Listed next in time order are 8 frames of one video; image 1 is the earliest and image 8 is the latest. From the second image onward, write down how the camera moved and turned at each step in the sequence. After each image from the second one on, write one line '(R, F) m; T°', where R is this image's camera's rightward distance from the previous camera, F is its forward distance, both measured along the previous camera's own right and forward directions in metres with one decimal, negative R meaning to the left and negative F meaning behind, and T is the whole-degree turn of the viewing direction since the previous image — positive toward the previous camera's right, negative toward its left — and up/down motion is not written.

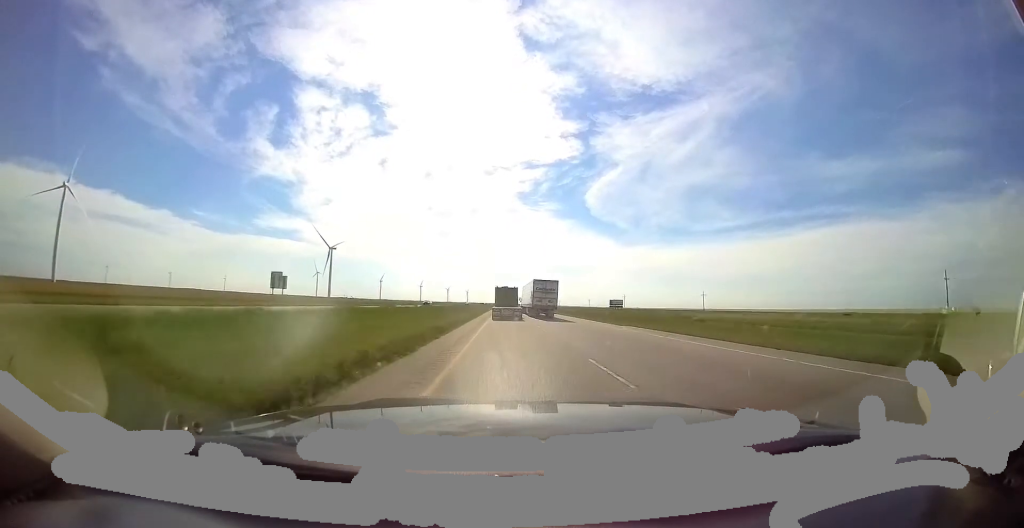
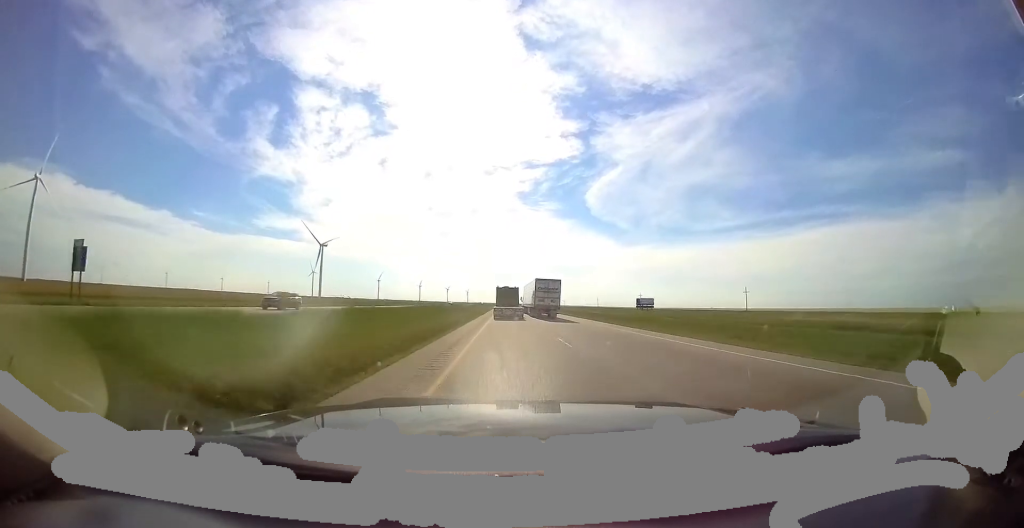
(-0.3, +31.0) m; 0°
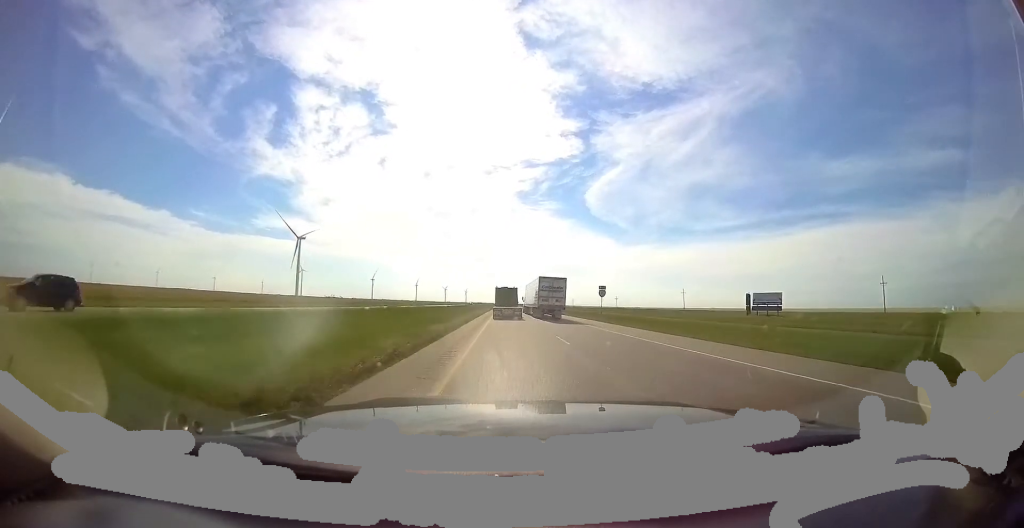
(+0.7, +60.4) m; 0°
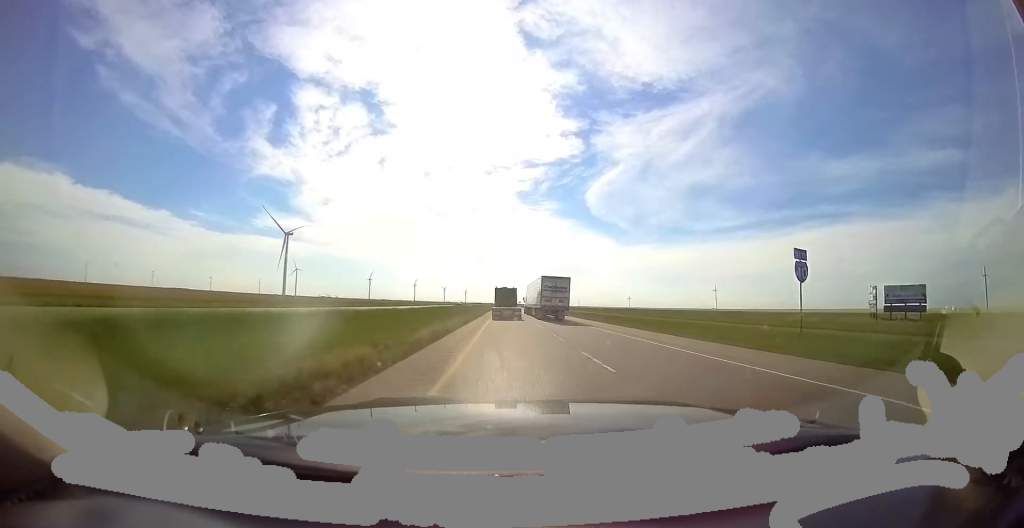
(-0.2, +29.3) m; 0°
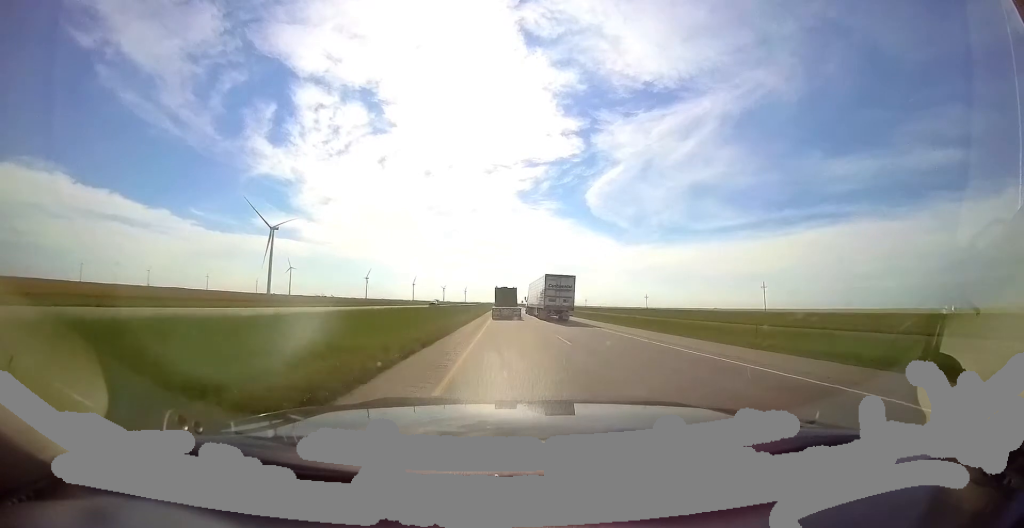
(-0.4, +31.4) m; 0°
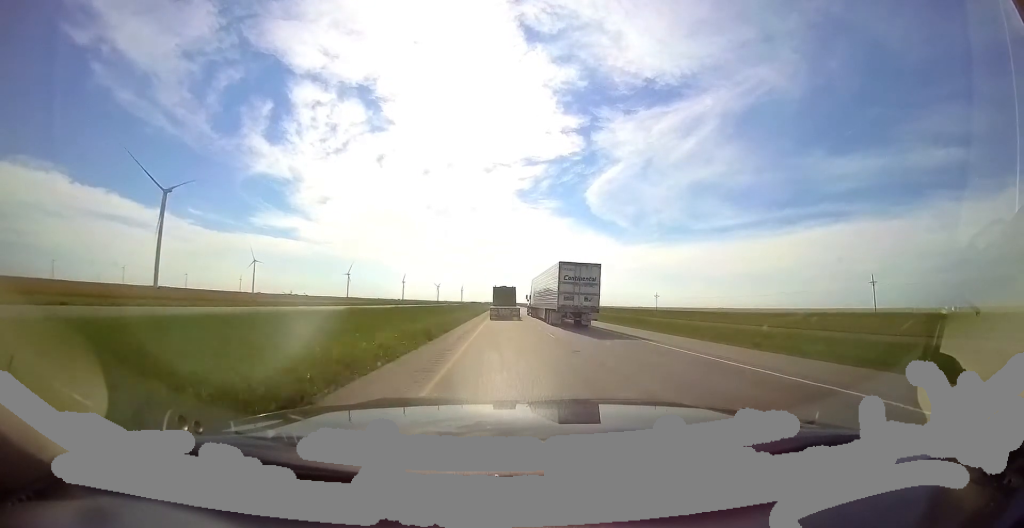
(+0.6, +155.7) m; -1°
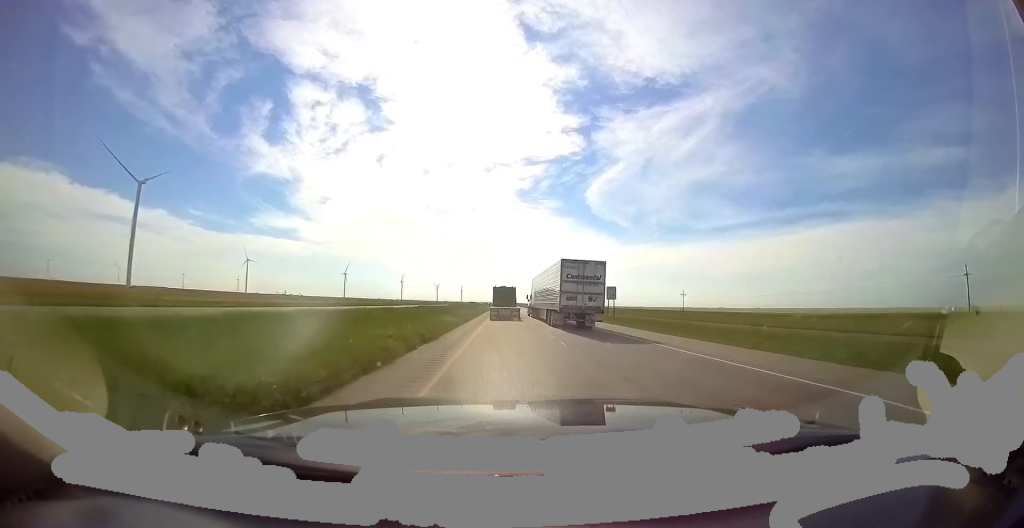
(-0.2, +27.3) m; 0°
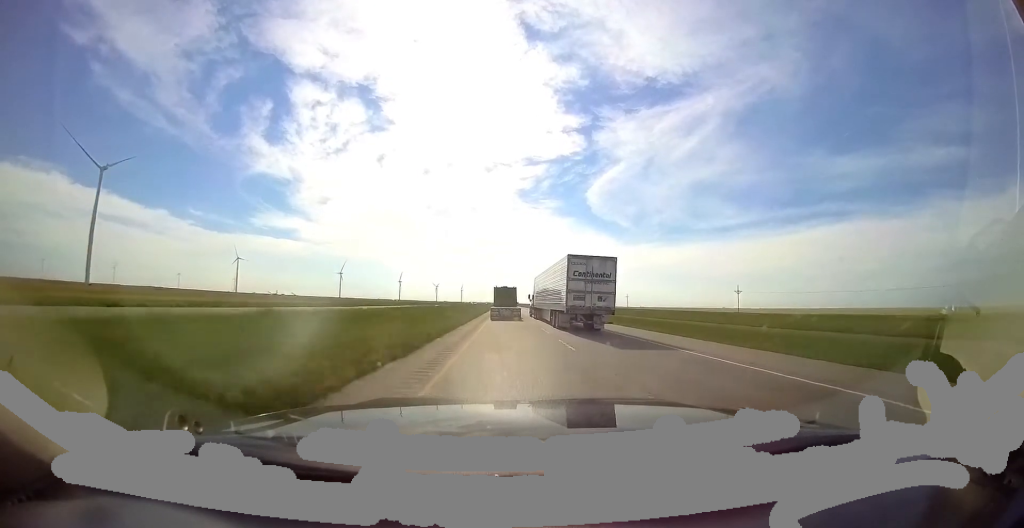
(0.0, +37.7) m; 0°
